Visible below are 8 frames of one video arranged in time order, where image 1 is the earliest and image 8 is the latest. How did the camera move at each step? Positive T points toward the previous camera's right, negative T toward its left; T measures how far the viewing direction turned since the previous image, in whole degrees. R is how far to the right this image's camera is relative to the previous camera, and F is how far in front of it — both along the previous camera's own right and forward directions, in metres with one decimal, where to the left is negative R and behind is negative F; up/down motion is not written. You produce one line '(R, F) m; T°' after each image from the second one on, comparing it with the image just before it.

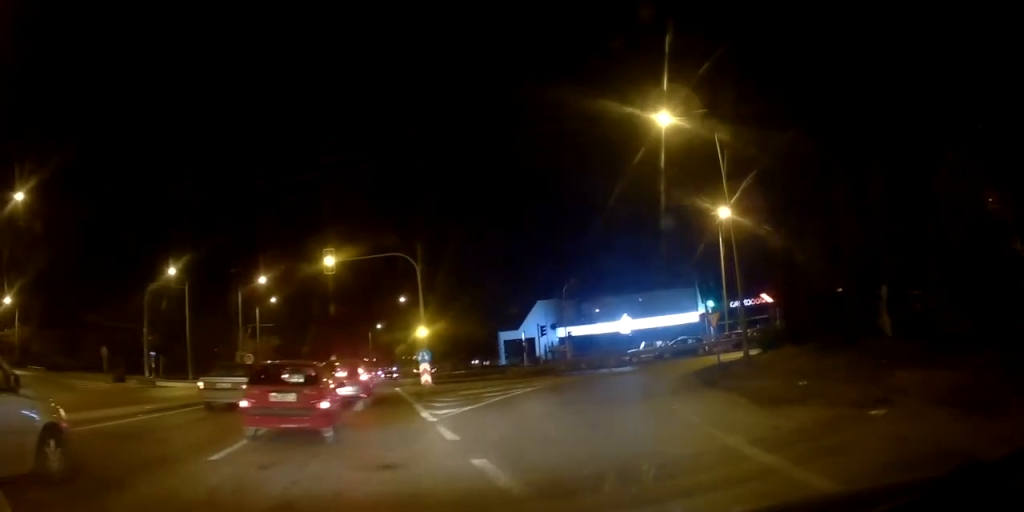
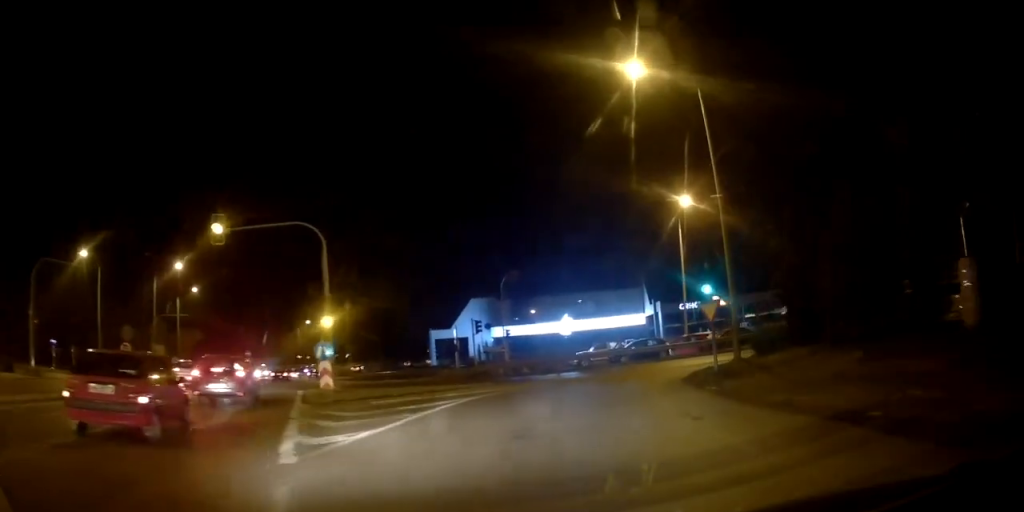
(+0.6, +6.1) m; +6°
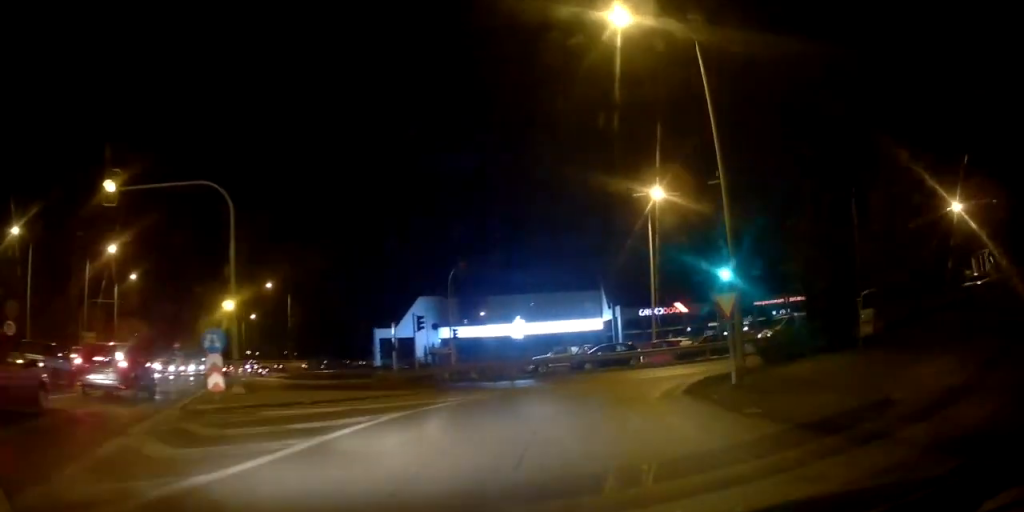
(+0.2, +4.8) m; +7°
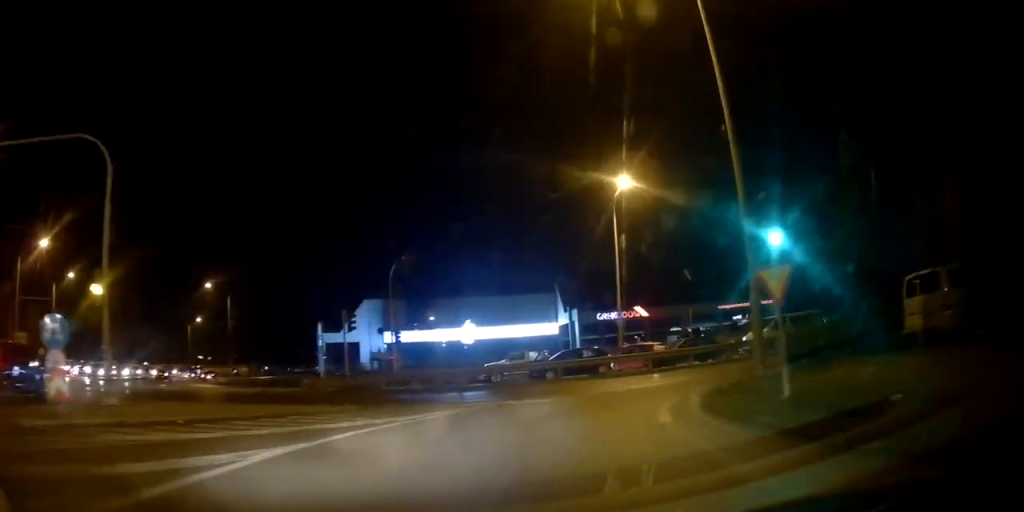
(0.0, +4.4) m; +9°
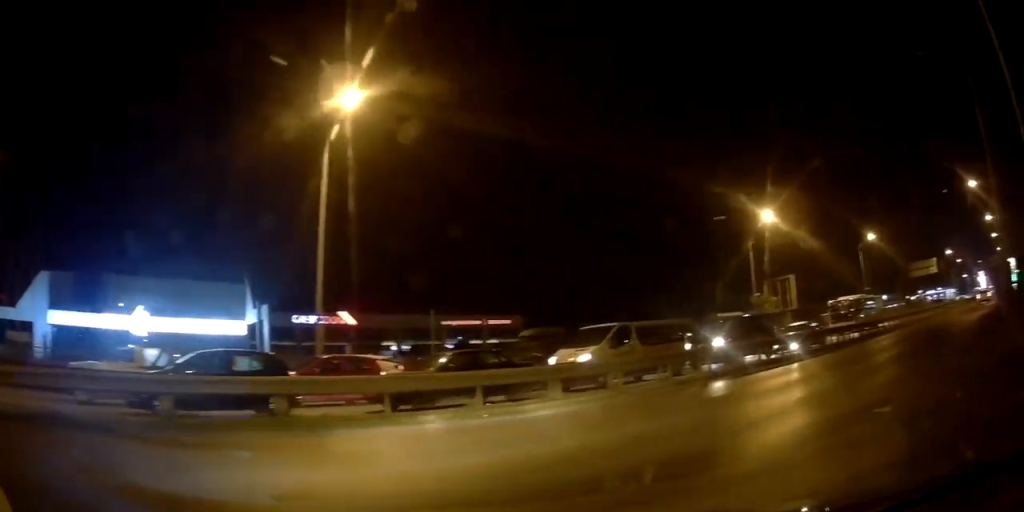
(+7.8, +13.4) m; +54°
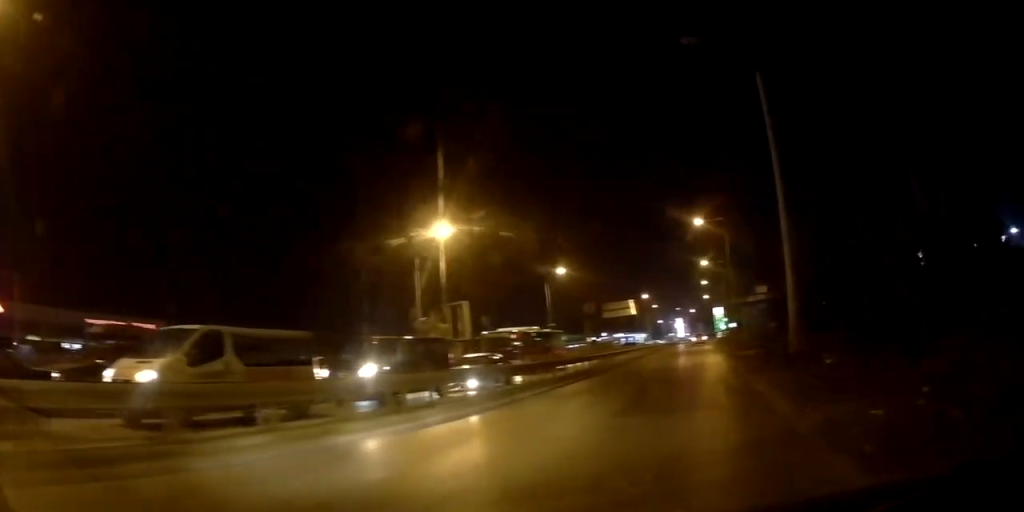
(+1.0, +7.8) m; +10°
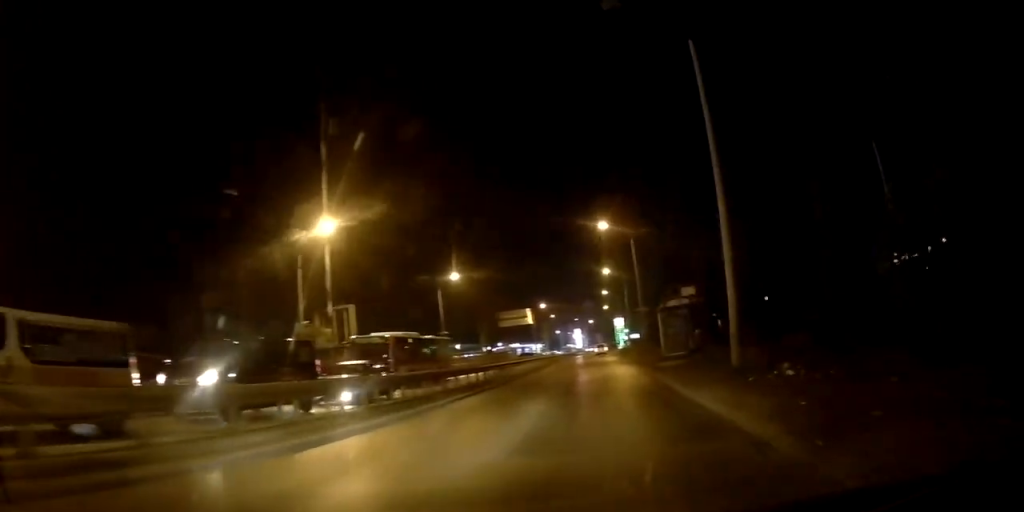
(+0.1, +3.5) m; +2°
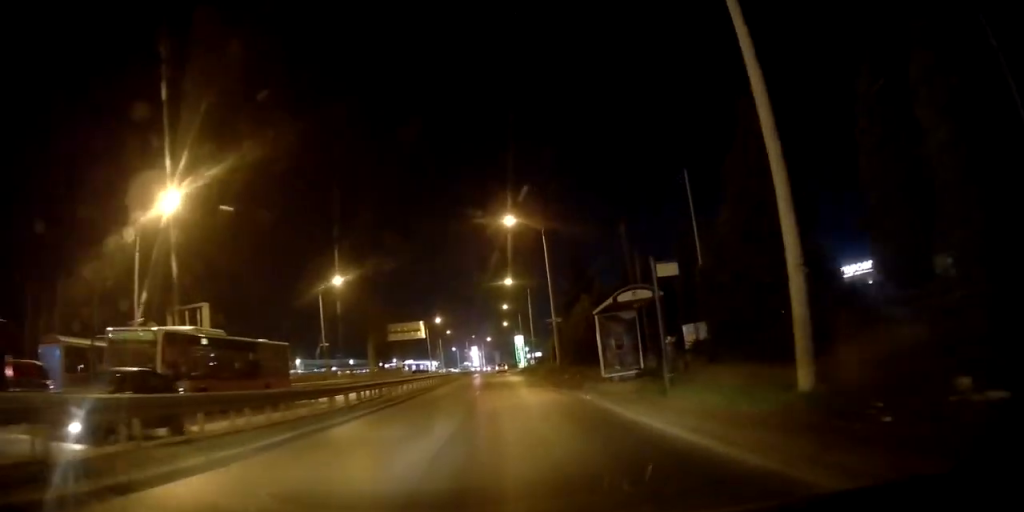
(+0.1, +8.3) m; +2°
